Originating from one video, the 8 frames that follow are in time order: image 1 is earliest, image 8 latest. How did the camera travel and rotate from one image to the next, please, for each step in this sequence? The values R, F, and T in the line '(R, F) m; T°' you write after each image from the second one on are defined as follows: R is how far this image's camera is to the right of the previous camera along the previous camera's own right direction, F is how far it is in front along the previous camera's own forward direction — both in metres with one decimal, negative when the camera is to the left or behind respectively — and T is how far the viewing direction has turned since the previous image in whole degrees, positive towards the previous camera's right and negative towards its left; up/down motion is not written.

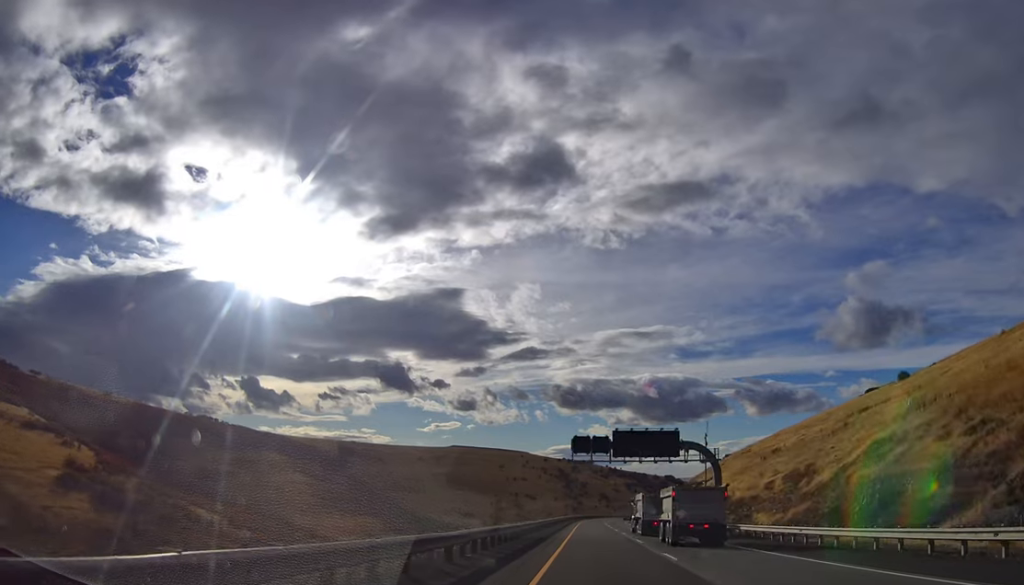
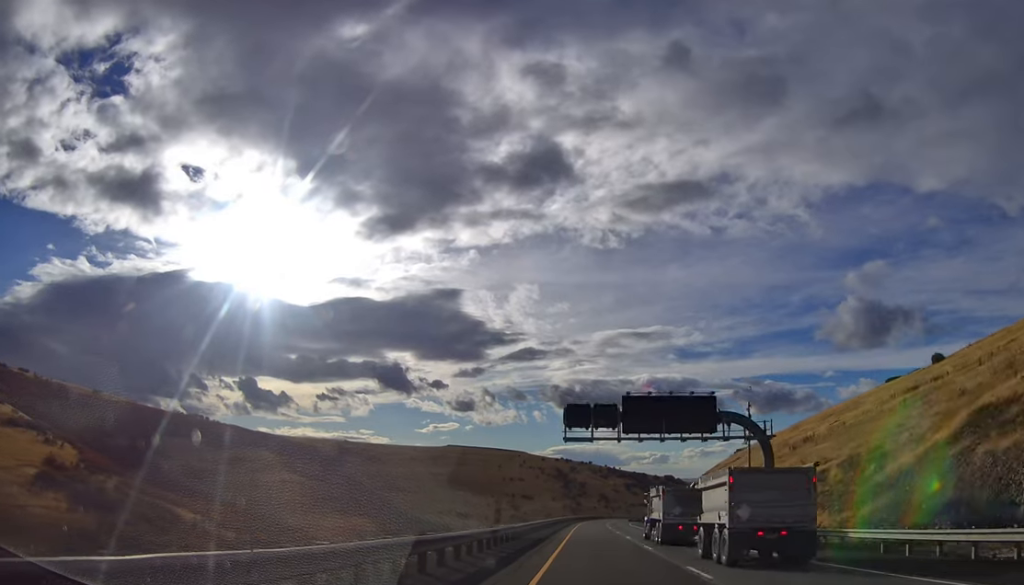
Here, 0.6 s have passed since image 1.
(+0.1, +17.9) m; 0°
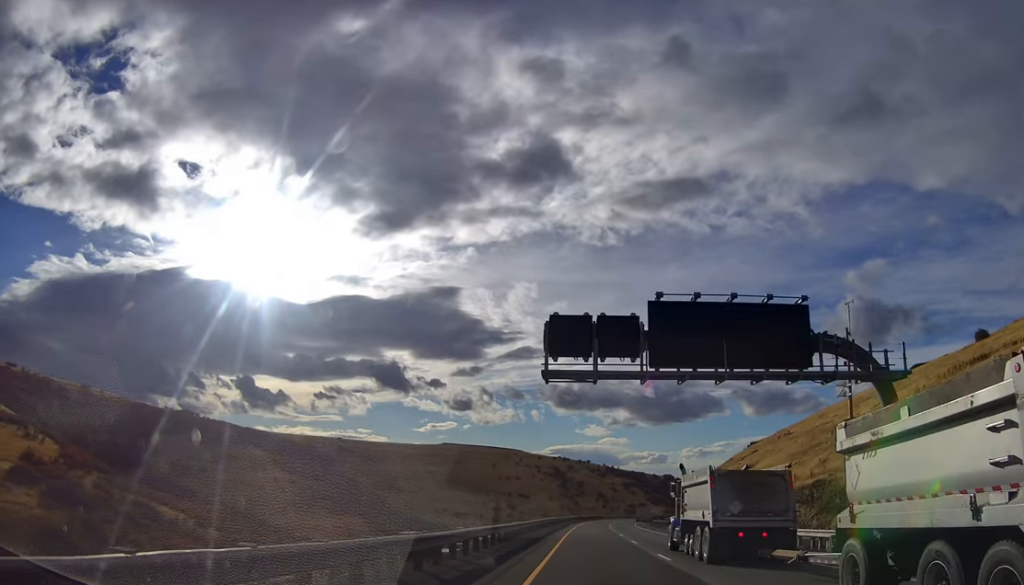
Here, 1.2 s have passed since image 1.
(0.0, +18.9) m; 0°
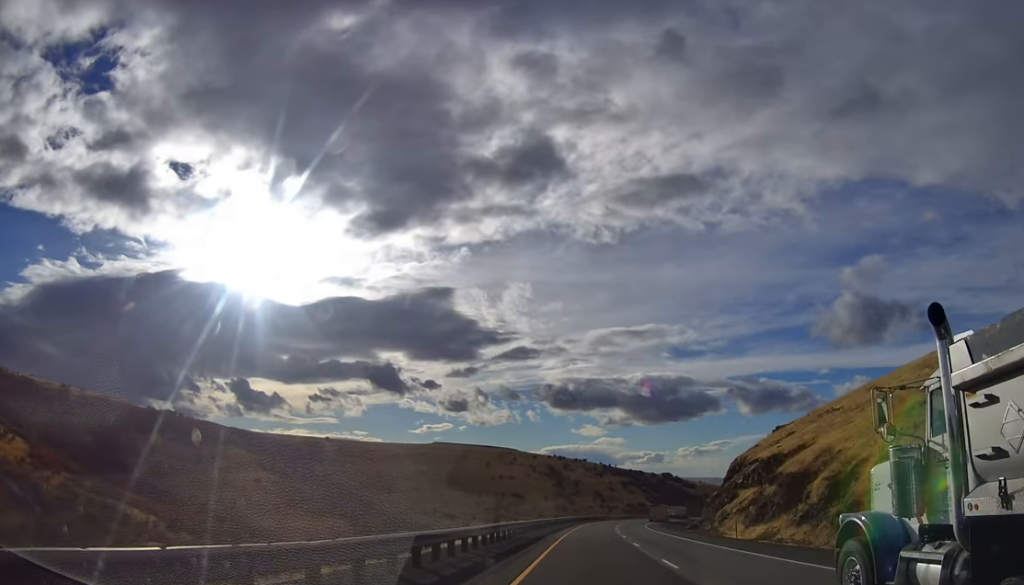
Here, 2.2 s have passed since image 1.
(-0.3, +27.9) m; +1°
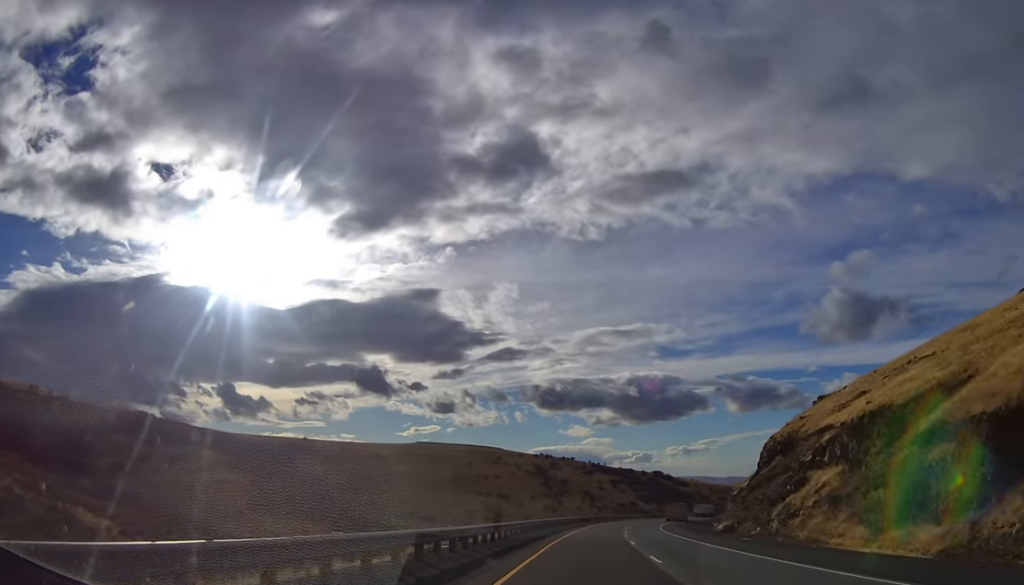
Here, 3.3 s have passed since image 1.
(+1.1, +35.1) m; +1°
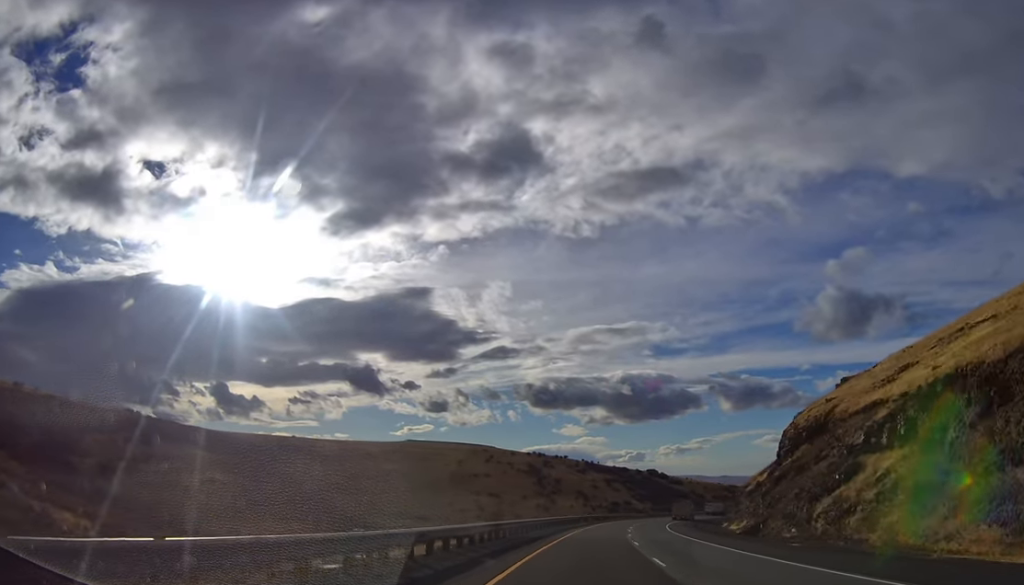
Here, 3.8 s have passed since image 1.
(0.0, +14.0) m; 0°
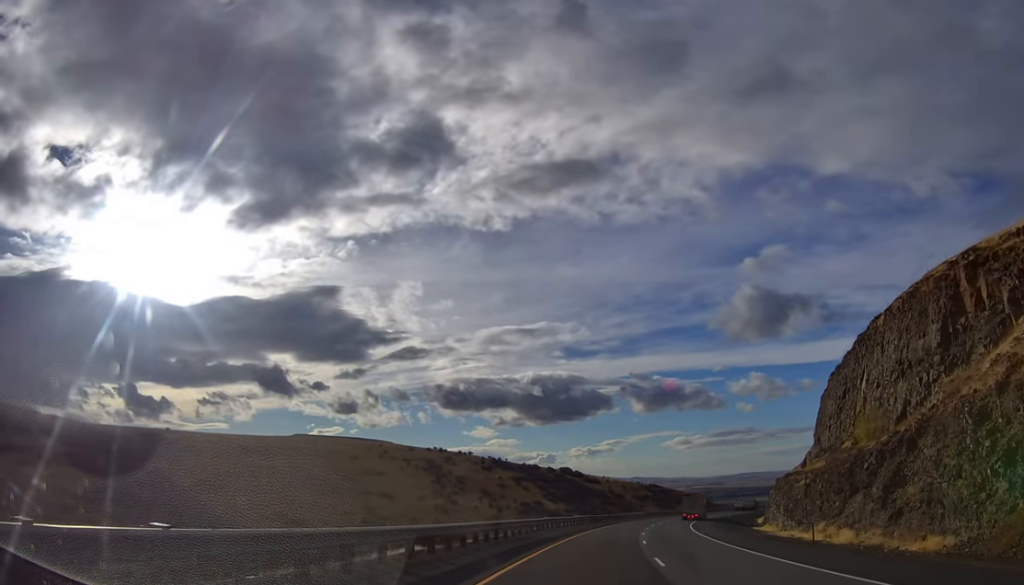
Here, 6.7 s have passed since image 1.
(+2.8, +86.9) m; +5°
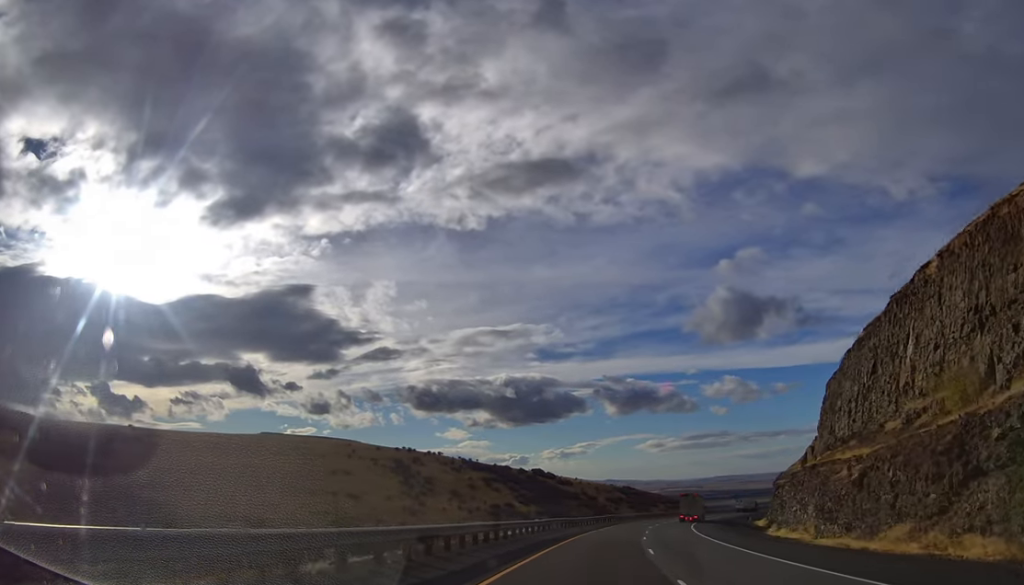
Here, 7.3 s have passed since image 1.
(+0.2, +19.2) m; +2°
